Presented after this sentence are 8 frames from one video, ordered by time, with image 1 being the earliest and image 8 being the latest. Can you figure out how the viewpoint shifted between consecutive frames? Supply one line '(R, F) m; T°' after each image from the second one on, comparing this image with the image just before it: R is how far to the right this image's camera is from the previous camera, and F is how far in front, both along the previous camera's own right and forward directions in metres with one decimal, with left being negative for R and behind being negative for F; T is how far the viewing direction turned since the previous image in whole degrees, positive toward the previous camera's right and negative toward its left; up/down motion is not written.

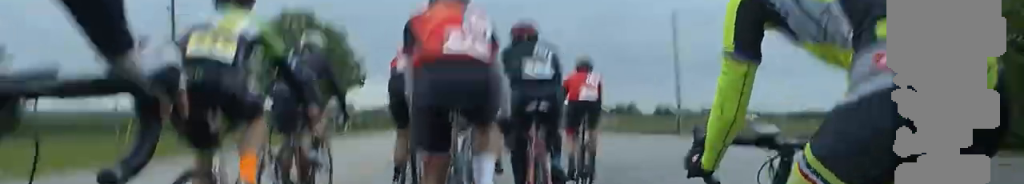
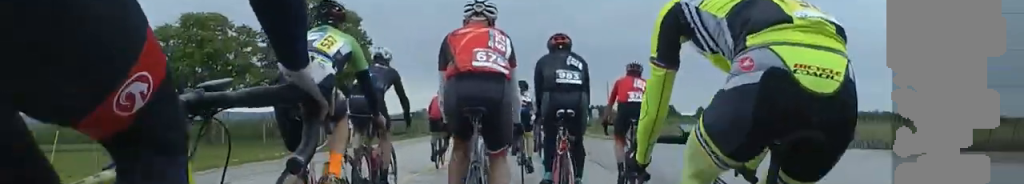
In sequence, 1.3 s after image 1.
(-0.4, +10.6) m; 0°
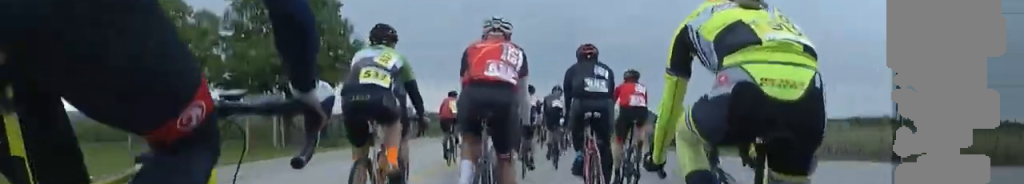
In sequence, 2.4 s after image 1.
(+0.2, +8.9) m; -1°
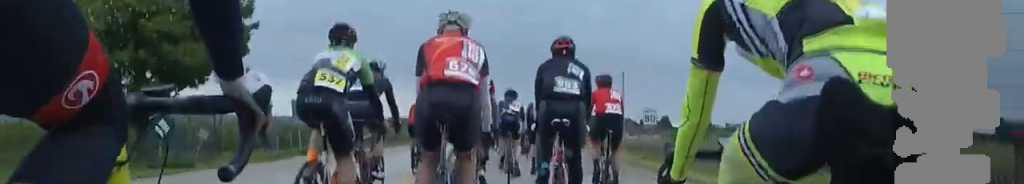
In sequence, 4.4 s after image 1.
(-0.2, +15.6) m; 0°
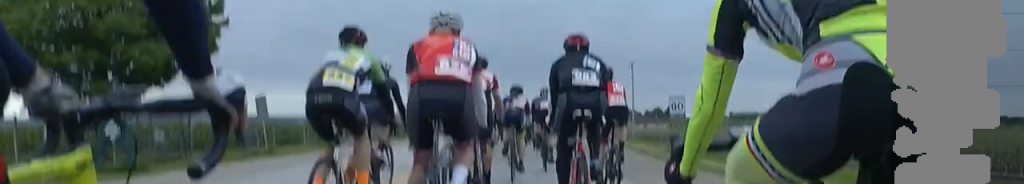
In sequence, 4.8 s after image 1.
(+0.1, +3.4) m; -1°
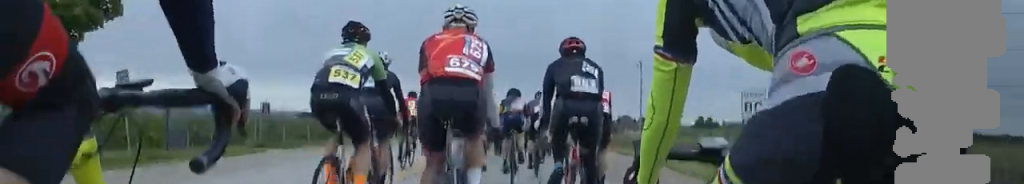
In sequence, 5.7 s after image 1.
(-0.3, +6.4) m; -3°
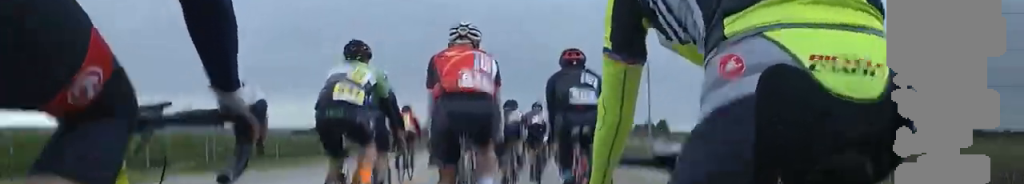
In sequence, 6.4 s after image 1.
(-0.1, +4.8) m; 0°
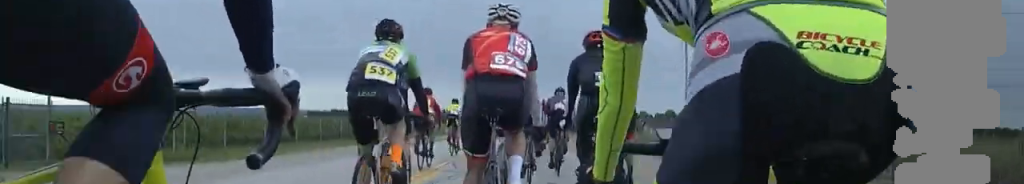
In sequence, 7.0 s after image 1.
(-0.2, +4.2) m; +2°
